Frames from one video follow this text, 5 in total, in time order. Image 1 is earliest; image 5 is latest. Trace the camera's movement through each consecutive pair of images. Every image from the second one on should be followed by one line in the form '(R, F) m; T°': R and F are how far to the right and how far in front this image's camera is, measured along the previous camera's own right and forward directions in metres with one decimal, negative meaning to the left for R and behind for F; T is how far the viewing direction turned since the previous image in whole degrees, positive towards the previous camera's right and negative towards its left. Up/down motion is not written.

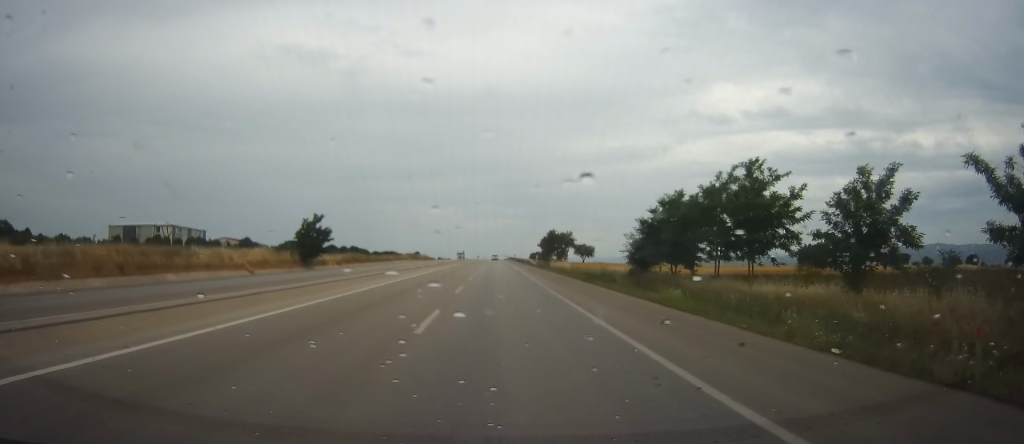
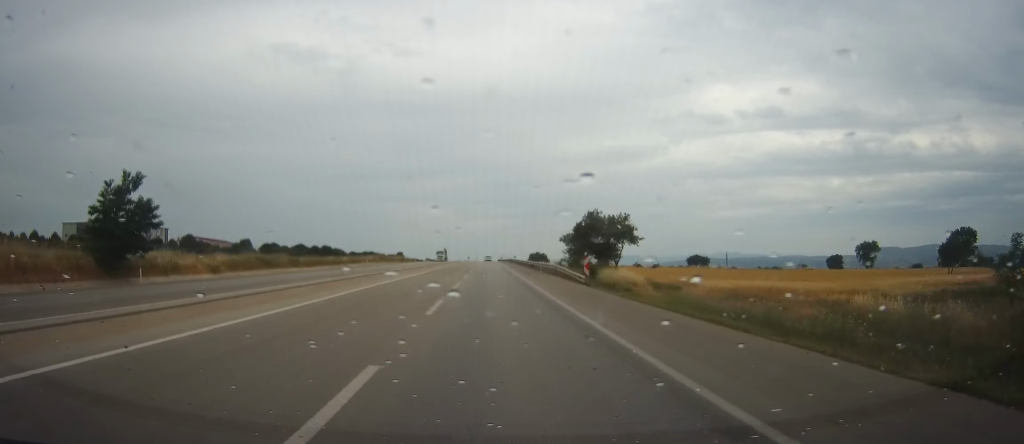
(+0.7, +45.2) m; +1°
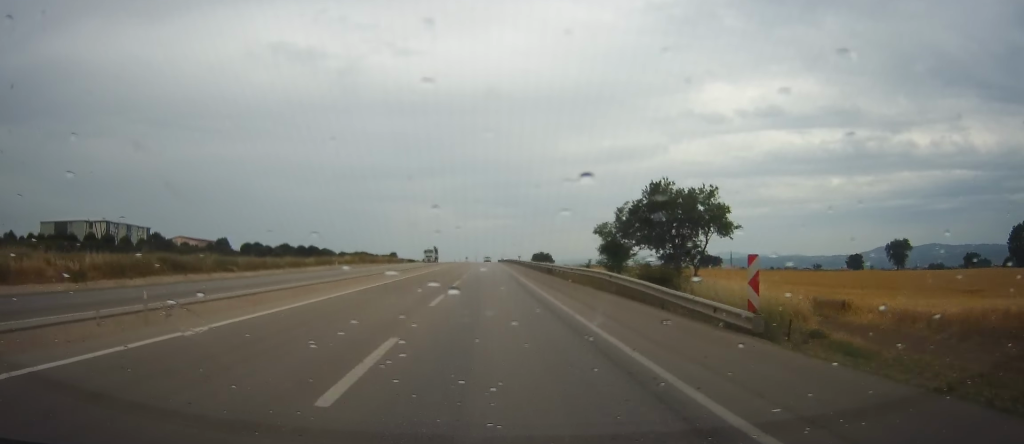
(-0.3, +21.8) m; -1°
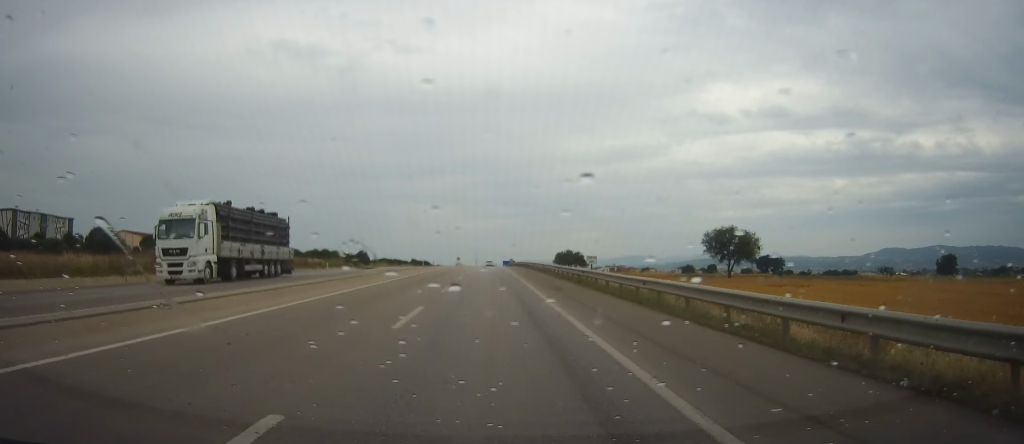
(+1.7, +78.0) m; +2°
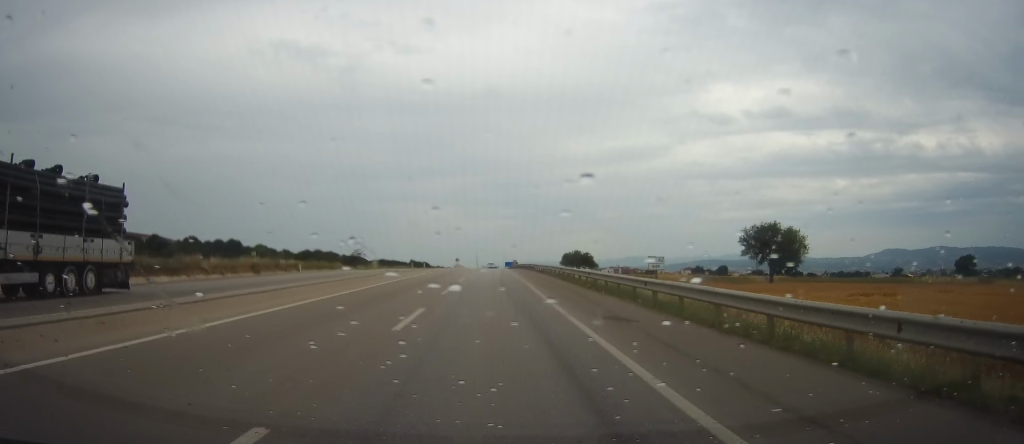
(+0.1, +13.3) m; 0°
